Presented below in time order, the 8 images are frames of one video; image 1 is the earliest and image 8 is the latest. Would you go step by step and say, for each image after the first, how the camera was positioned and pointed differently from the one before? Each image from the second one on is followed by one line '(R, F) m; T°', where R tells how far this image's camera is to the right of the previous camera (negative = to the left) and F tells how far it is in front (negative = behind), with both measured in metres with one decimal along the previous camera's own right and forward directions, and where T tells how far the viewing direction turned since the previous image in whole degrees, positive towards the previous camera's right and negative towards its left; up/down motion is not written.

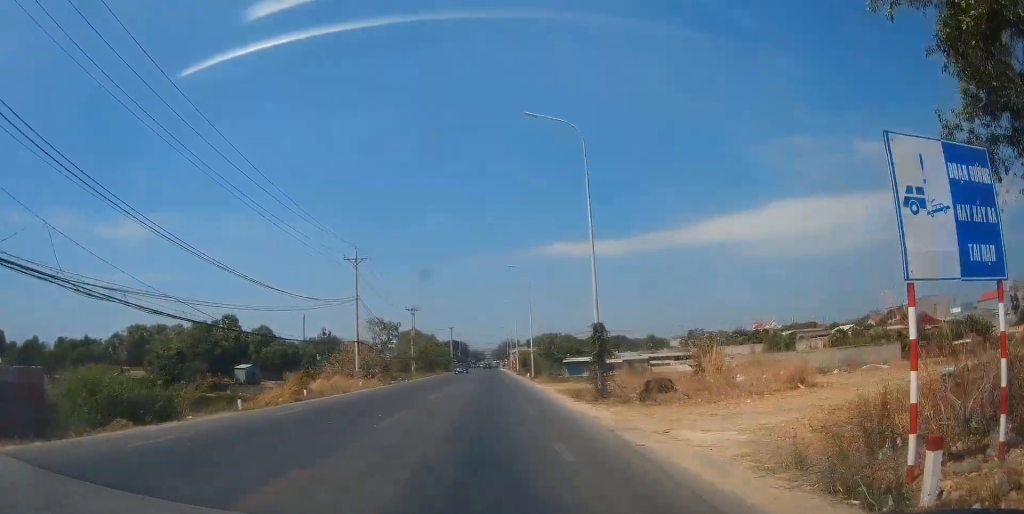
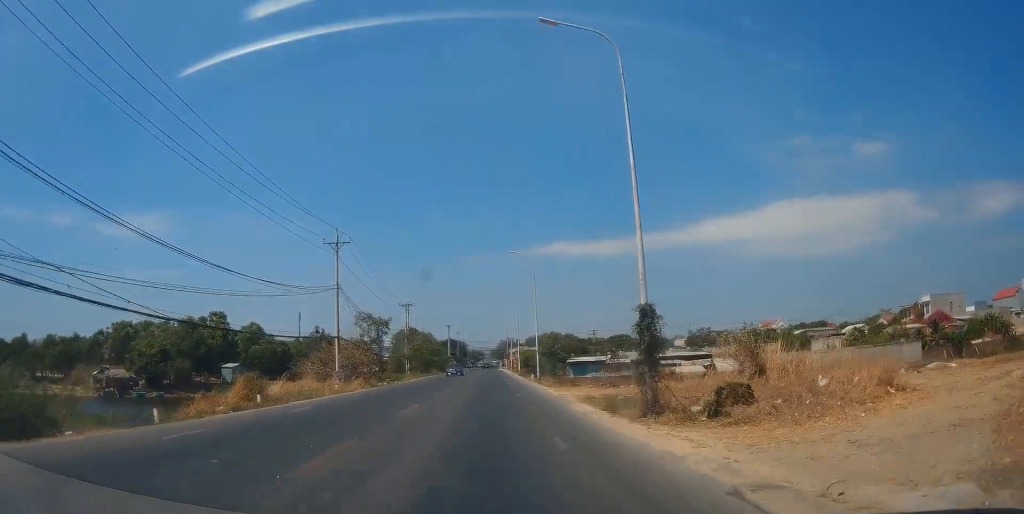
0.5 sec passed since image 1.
(-0.1, +6.9) m; +1°
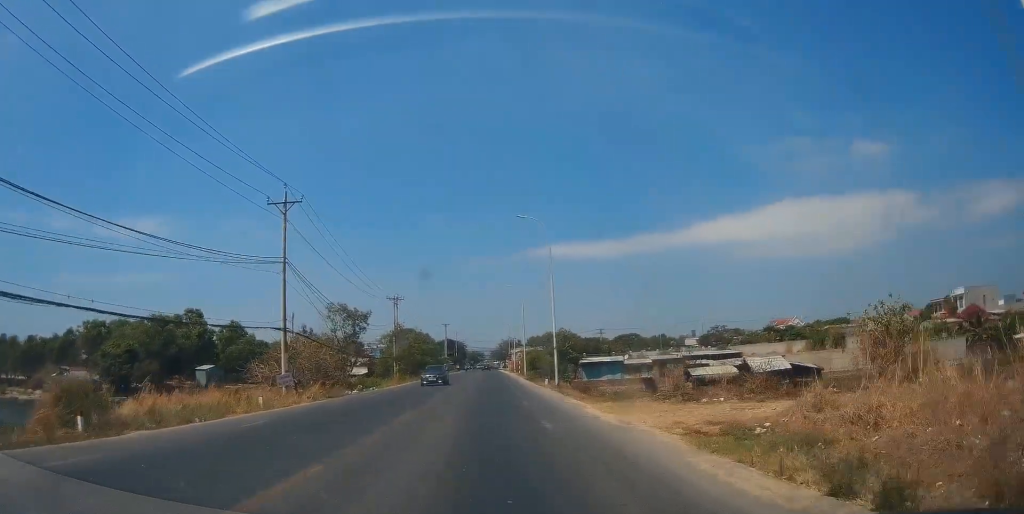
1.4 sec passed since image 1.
(+0.6, +12.8) m; +3°
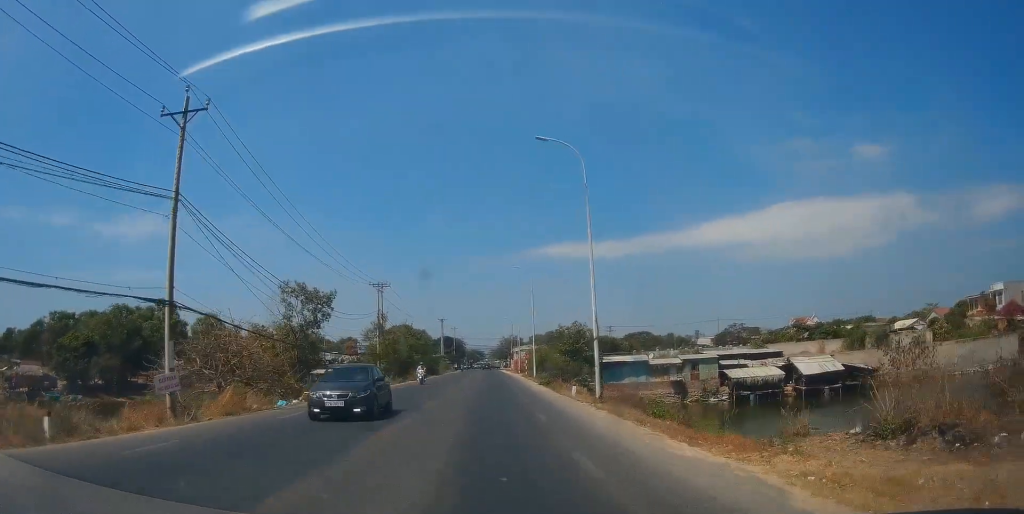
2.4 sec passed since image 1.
(+0.2, +13.2) m; -2°
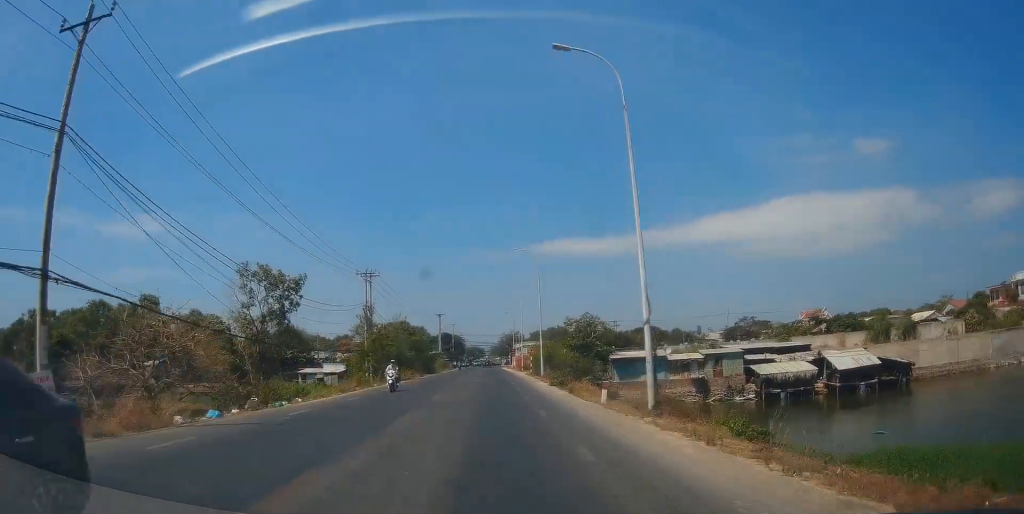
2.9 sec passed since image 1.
(-0.4, +7.2) m; 0°
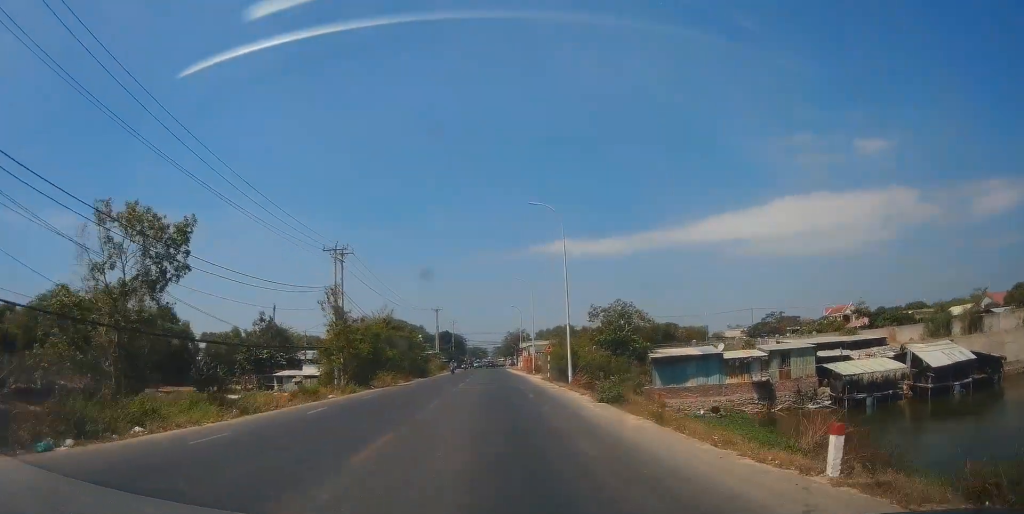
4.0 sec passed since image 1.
(+0.3, +14.7) m; 0°
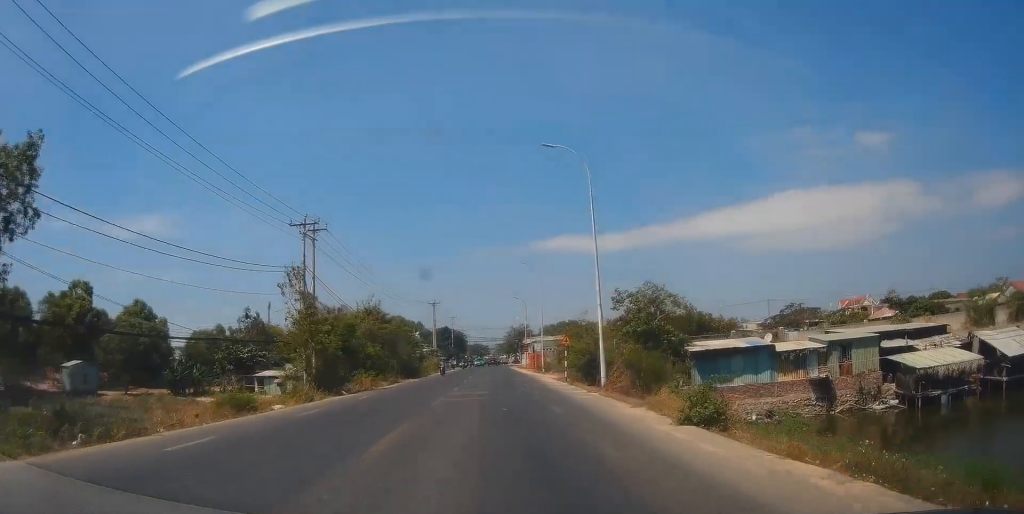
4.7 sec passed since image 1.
(-0.1, +9.3) m; 0°
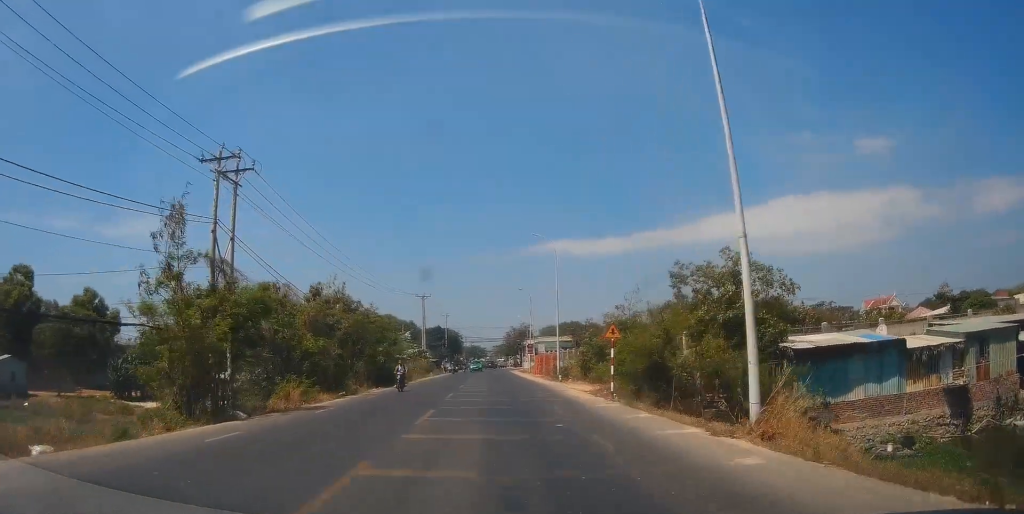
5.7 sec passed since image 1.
(-0.3, +15.0) m; 0°
